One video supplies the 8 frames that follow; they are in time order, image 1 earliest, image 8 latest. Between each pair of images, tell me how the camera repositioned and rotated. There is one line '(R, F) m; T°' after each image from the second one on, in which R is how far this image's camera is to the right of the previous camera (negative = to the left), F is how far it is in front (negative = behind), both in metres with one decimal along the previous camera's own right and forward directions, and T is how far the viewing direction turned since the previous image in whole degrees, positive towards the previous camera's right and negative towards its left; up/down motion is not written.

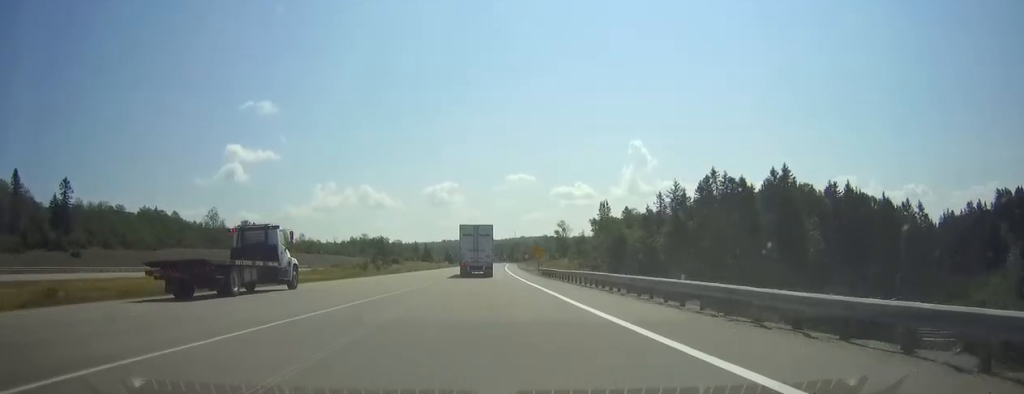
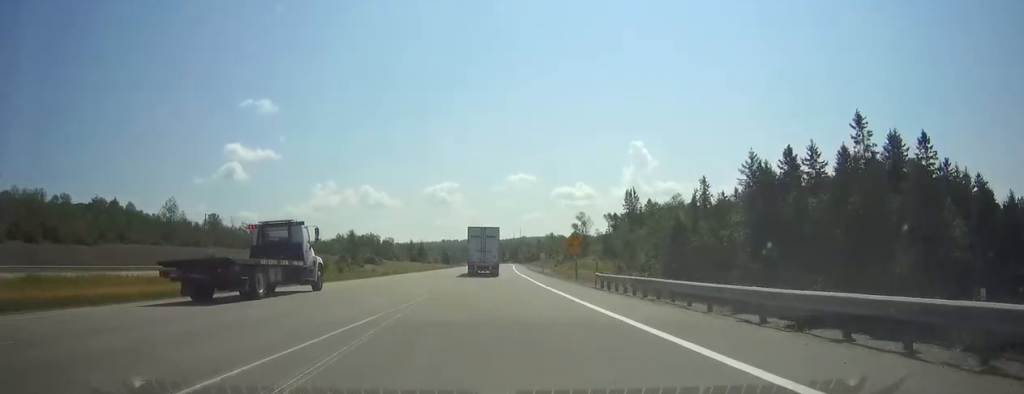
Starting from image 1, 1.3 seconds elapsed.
(+0.5, +32.2) m; +1°
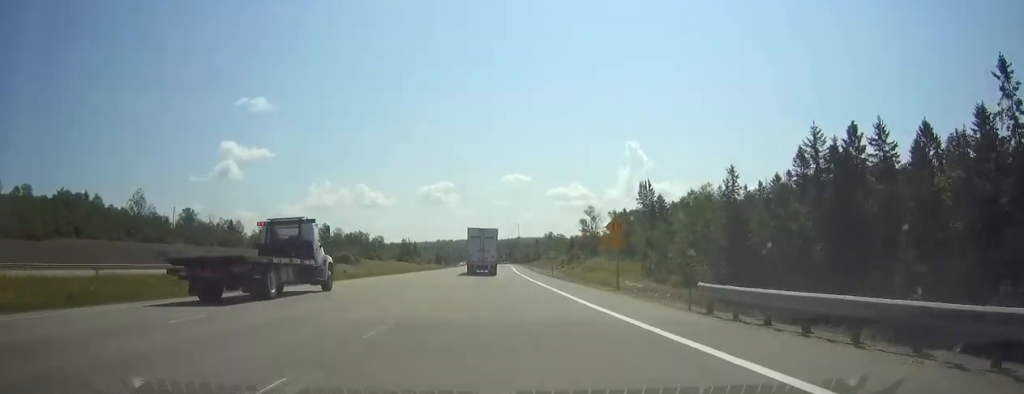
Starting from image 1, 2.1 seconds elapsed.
(-0.1, +17.6) m; 0°
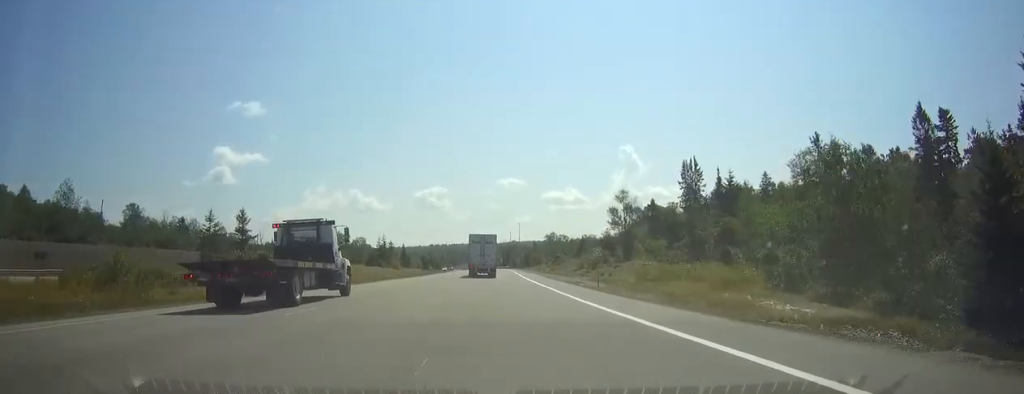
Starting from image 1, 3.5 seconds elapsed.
(+0.3, +33.4) m; +1°
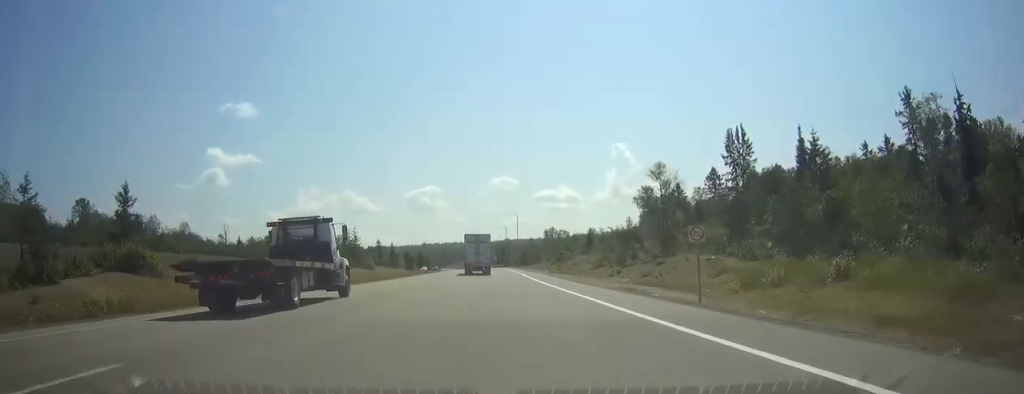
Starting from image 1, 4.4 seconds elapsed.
(+0.1, +22.4) m; 0°
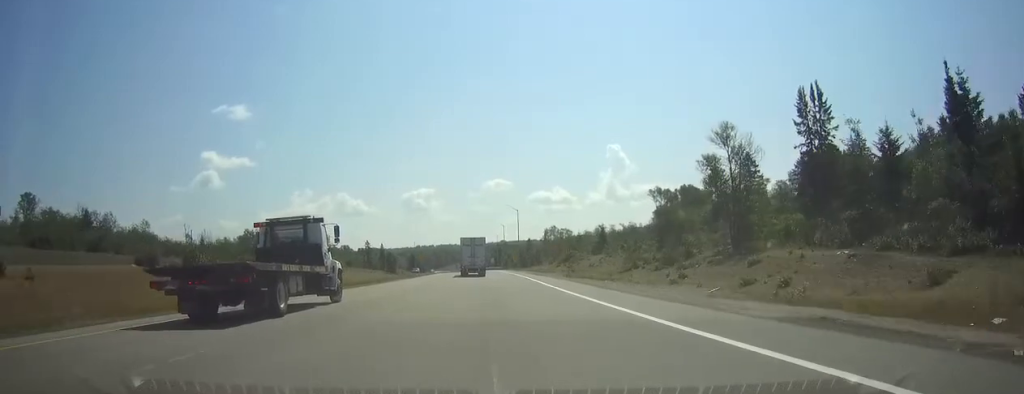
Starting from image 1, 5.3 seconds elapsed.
(+0.1, +21.1) m; 0°
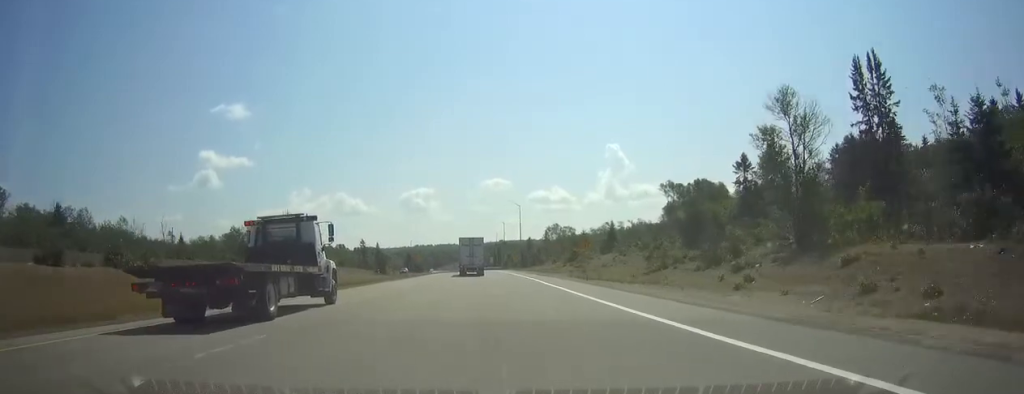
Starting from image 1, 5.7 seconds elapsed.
(0.0, +10.7) m; 0°
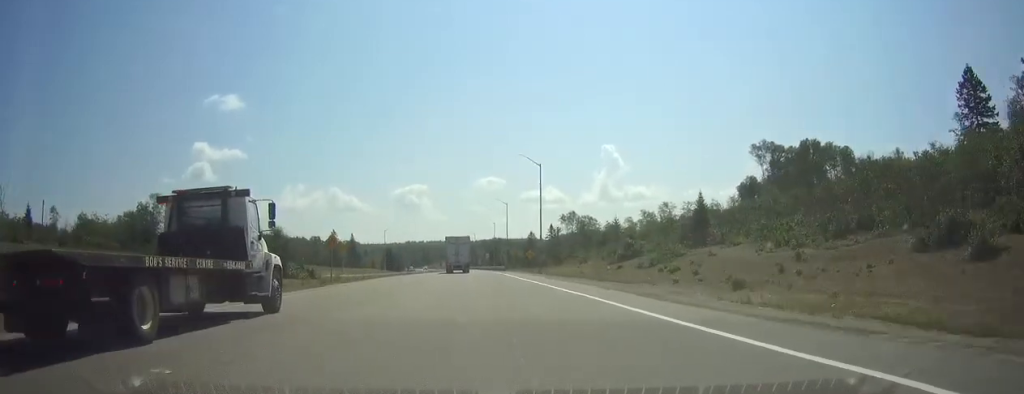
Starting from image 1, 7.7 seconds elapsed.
(+0.4, +52.0) m; +1°
